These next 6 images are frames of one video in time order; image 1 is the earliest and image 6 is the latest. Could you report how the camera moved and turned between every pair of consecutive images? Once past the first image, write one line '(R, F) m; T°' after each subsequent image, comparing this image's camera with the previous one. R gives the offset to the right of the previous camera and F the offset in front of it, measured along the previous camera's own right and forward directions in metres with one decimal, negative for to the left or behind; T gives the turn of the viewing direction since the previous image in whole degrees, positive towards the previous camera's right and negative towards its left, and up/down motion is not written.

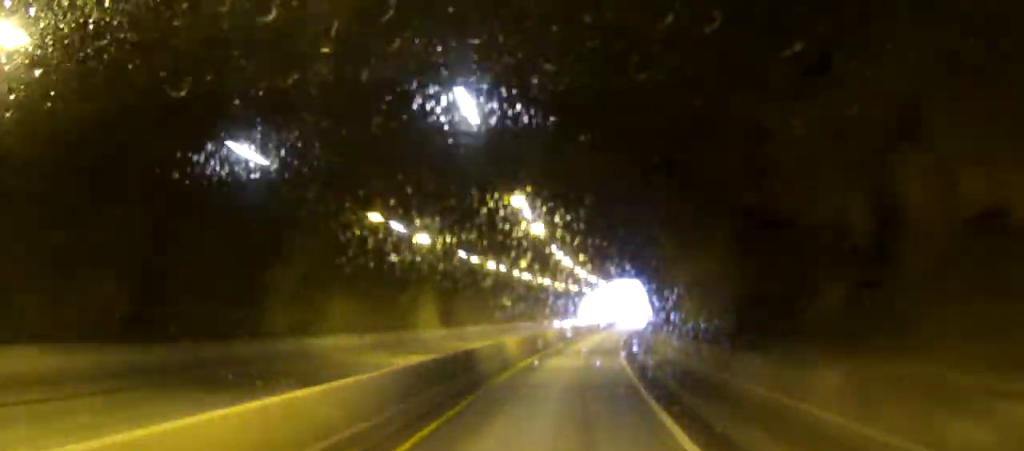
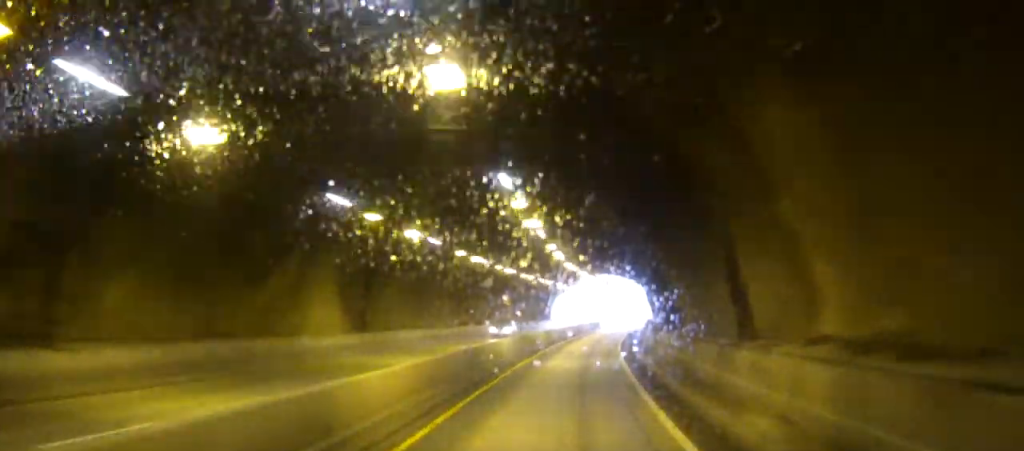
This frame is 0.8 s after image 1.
(0.0, +18.7) m; 0°
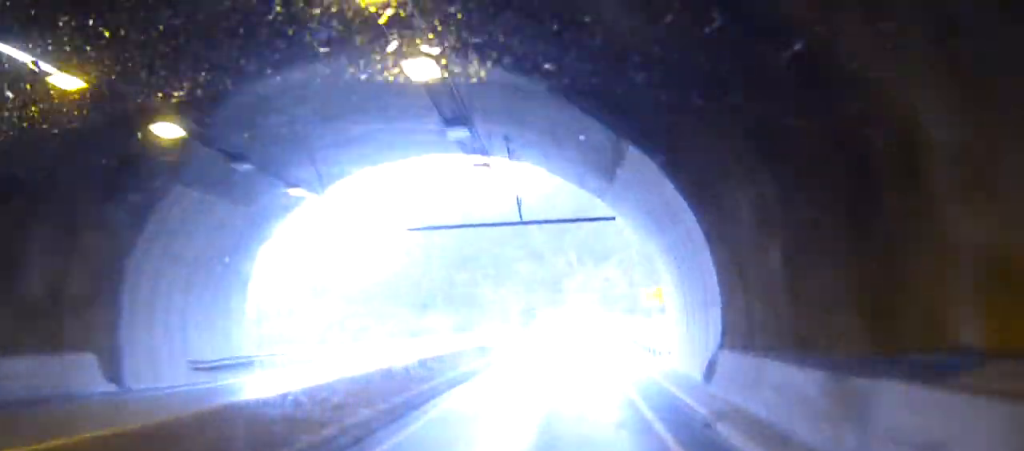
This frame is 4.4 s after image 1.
(-0.1, +89.4) m; 0°
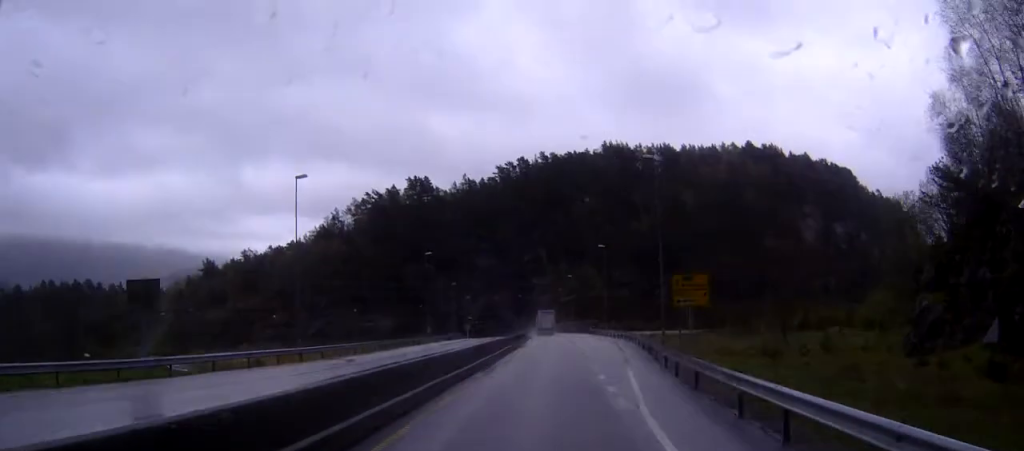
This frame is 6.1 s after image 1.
(0.0, +43.0) m; 0°
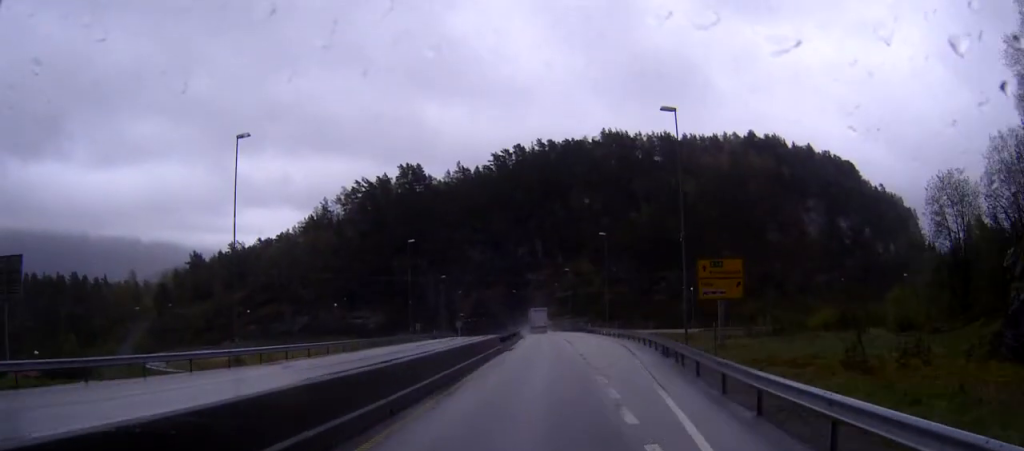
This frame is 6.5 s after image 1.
(0.0, +10.2) m; 0°
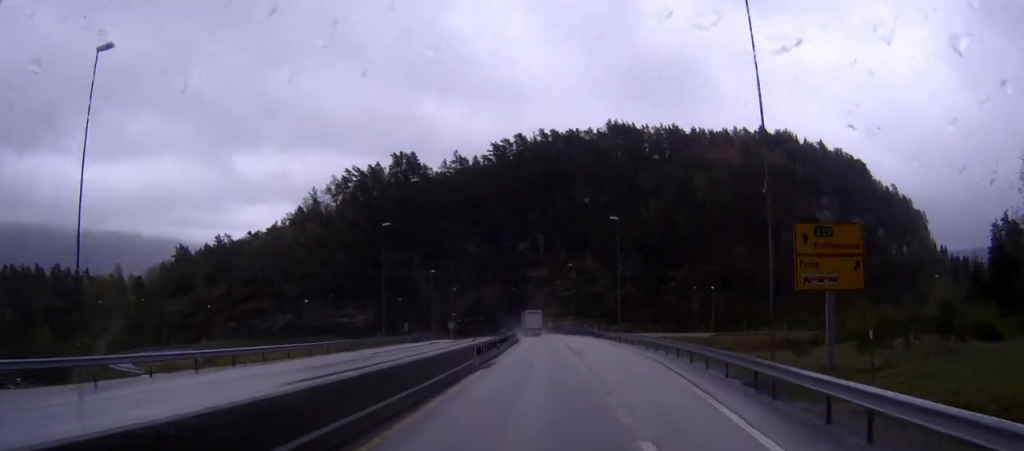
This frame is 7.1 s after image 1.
(0.0, +16.2) m; 0°
